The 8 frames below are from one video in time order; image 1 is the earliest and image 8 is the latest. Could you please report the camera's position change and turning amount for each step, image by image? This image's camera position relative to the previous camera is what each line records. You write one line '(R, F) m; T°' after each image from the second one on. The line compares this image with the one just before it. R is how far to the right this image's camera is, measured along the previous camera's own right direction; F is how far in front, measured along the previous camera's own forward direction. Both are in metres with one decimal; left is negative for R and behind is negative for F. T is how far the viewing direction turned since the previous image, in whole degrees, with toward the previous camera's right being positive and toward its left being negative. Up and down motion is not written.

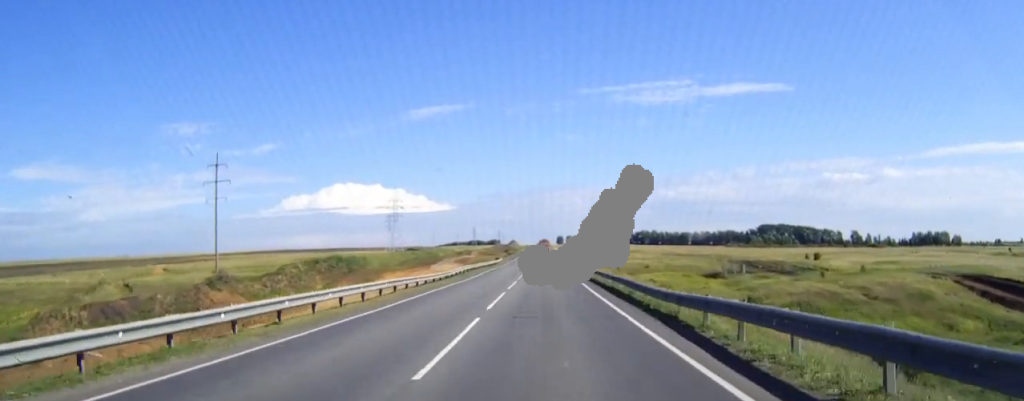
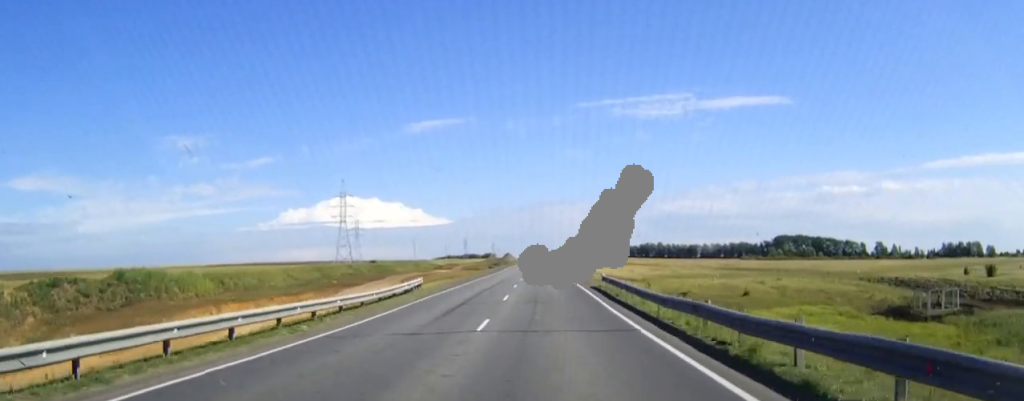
(+0.1, +77.5) m; 0°
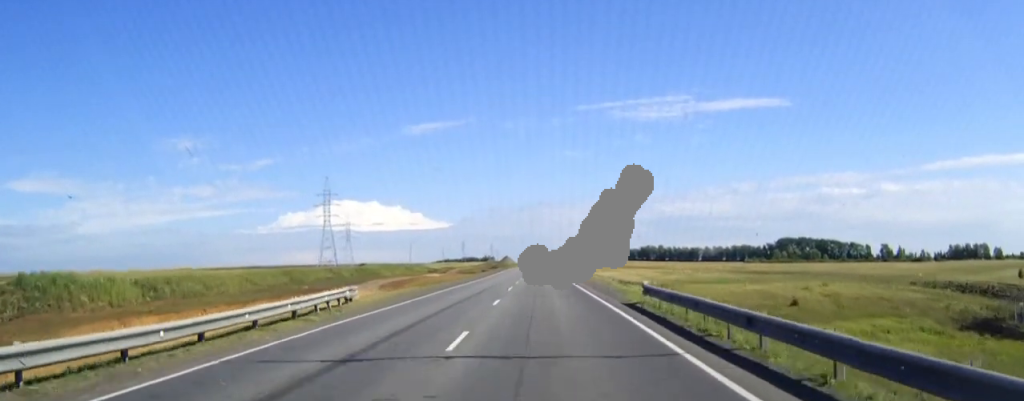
(0.0, +16.4) m; 0°
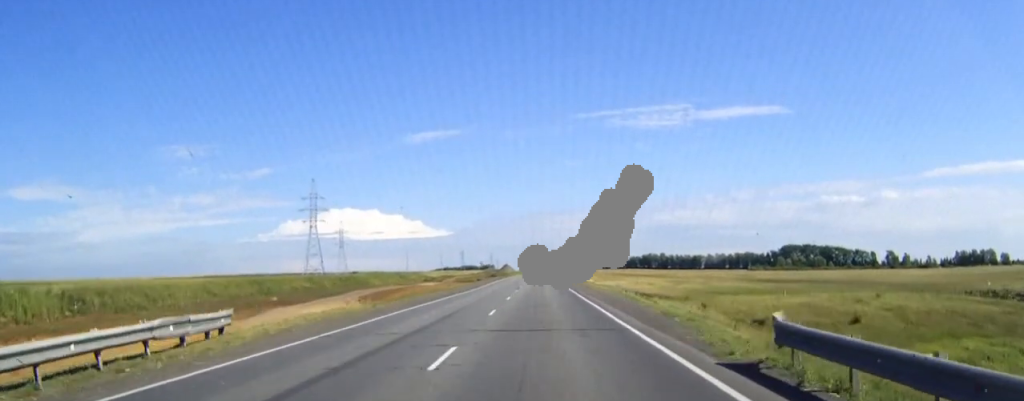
(0.0, +13.4) m; 0°
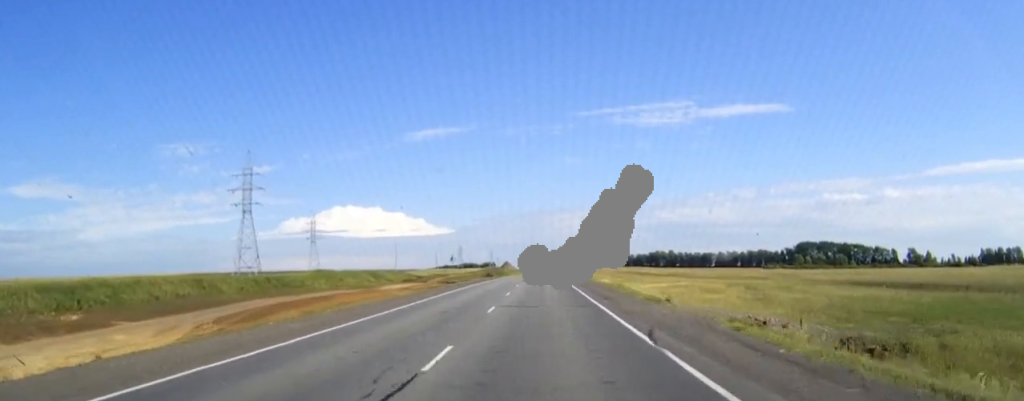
(-0.1, +47.8) m; 0°
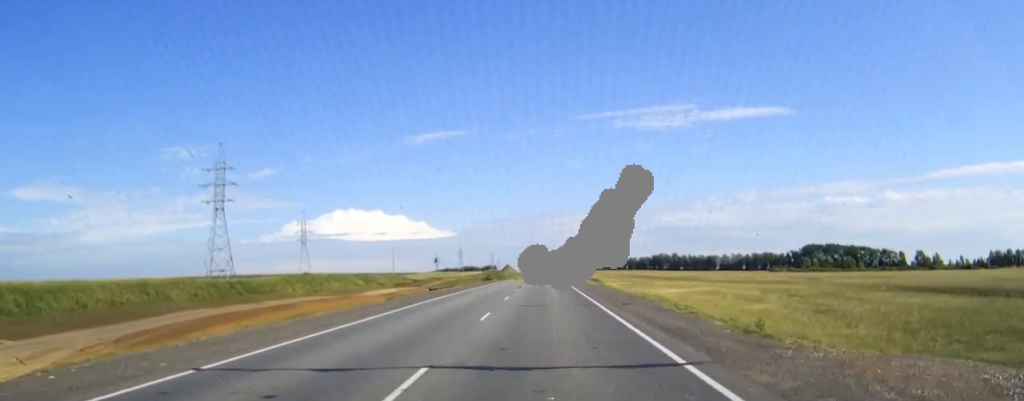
(0.0, +14.7) m; 0°
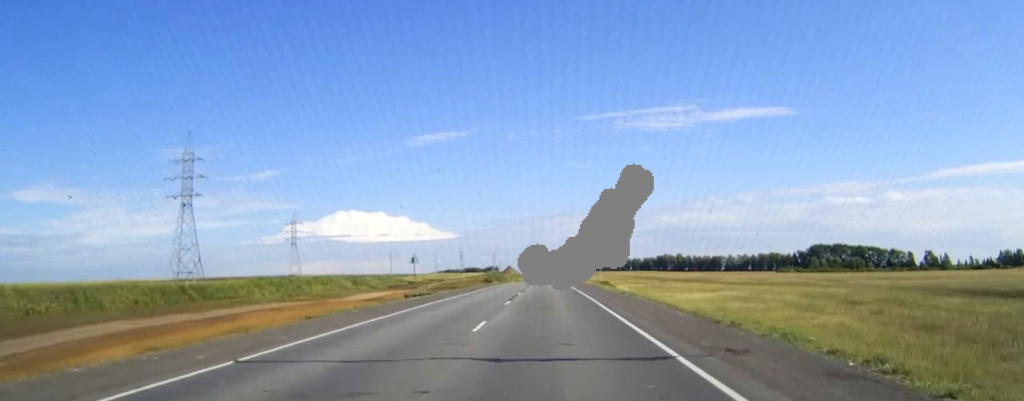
(0.0, +14.8) m; 0°
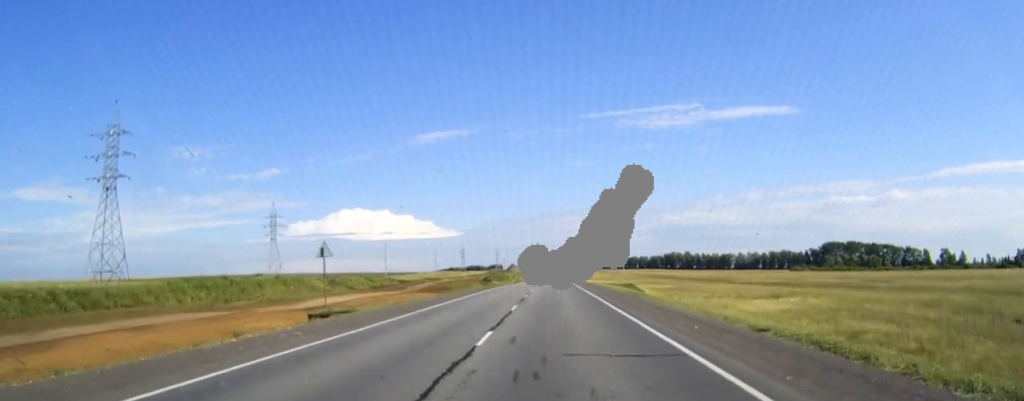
(0.0, +26.5) m; 0°
